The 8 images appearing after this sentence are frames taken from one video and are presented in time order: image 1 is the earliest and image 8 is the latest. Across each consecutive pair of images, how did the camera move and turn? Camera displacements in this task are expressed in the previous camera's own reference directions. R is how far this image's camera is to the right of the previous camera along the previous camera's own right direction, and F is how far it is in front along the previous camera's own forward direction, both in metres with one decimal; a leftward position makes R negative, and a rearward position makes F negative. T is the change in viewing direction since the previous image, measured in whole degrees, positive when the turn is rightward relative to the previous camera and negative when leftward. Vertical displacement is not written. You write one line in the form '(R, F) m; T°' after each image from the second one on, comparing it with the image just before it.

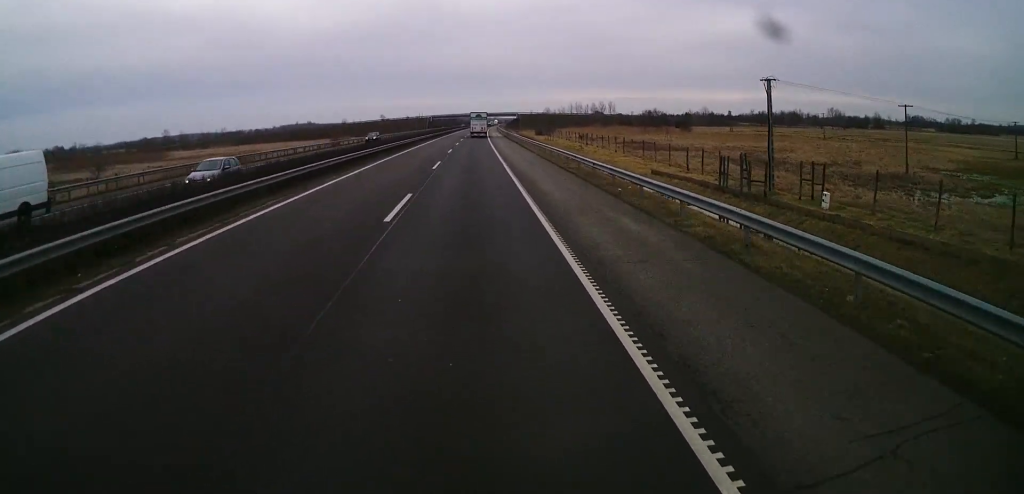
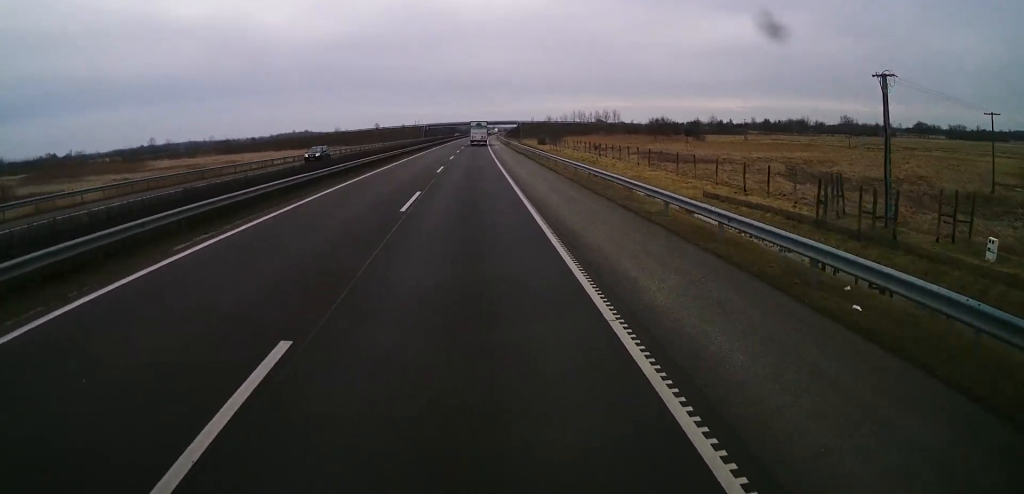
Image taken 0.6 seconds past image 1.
(0.0, +14.6) m; 0°
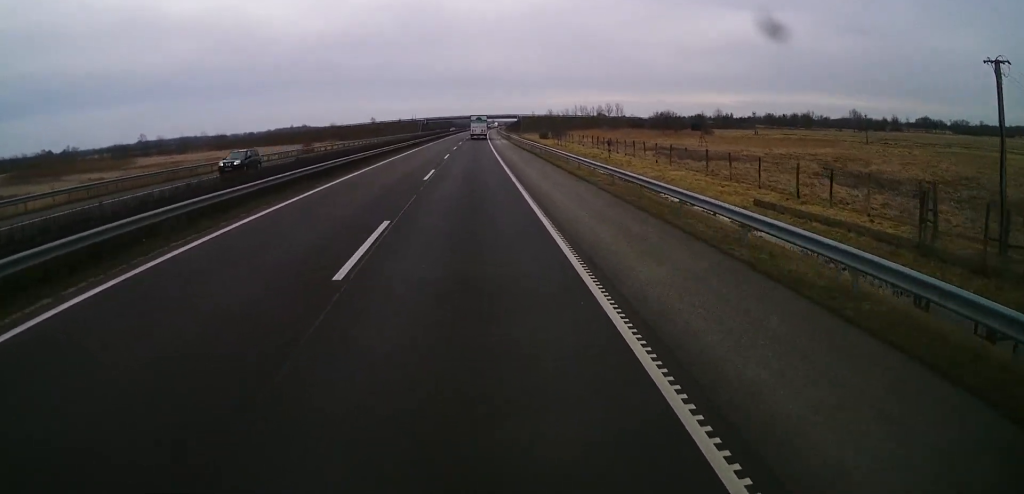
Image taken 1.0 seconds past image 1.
(0.0, +9.2) m; 0°
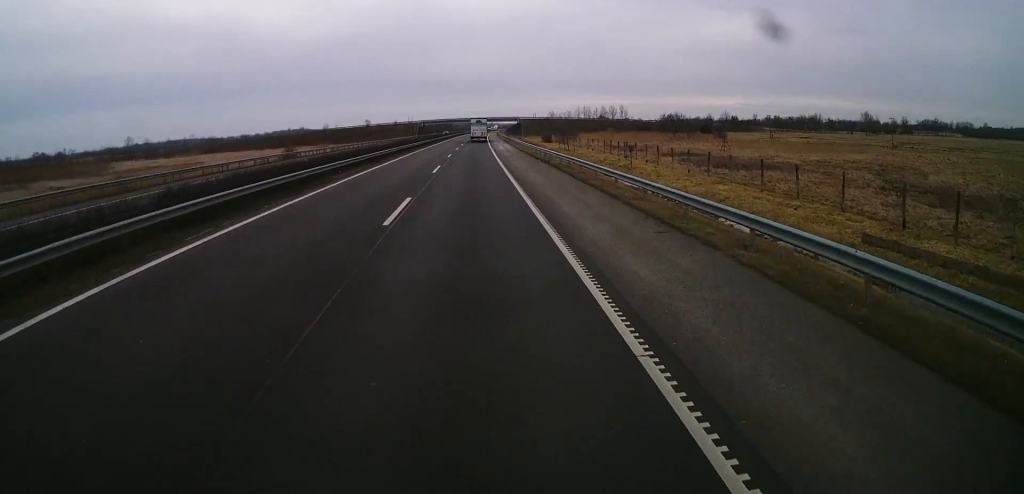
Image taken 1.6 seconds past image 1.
(-0.1, +12.3) m; 0°
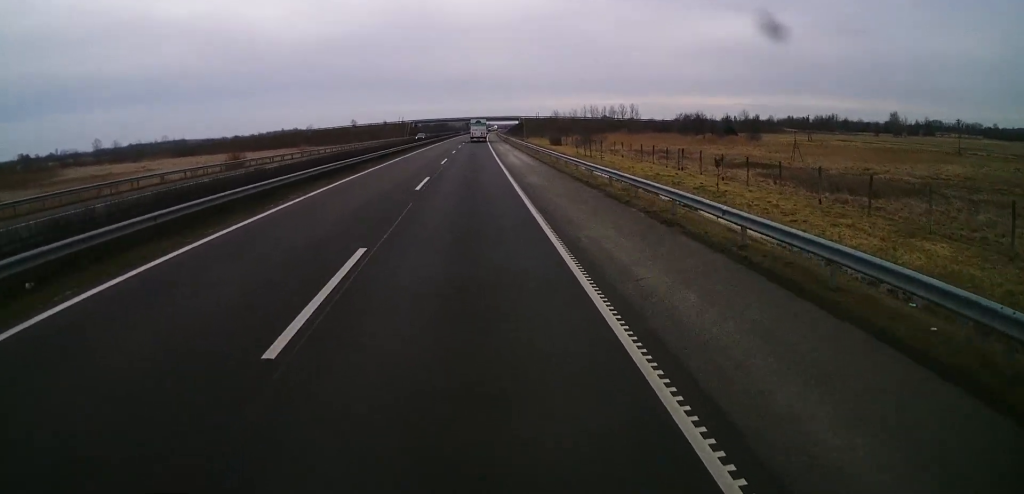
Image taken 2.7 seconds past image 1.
(+0.1, +27.1) m; +1°
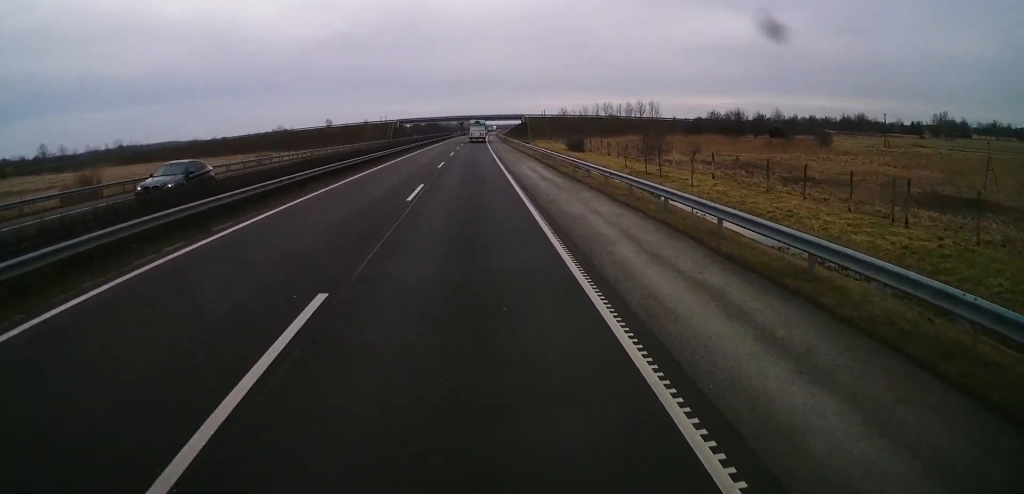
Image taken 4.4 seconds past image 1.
(+0.3, +39.4) m; 0°
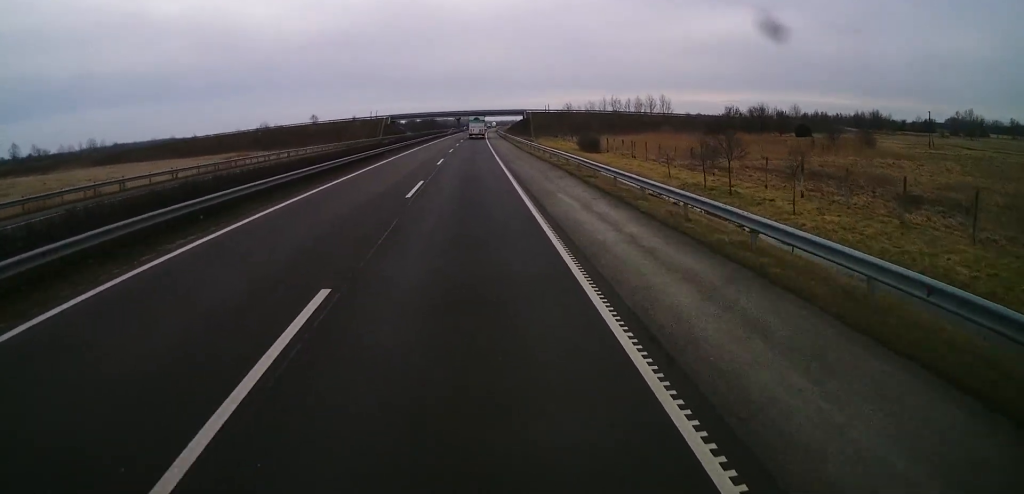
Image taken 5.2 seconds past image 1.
(0.0, +17.7) m; 0°
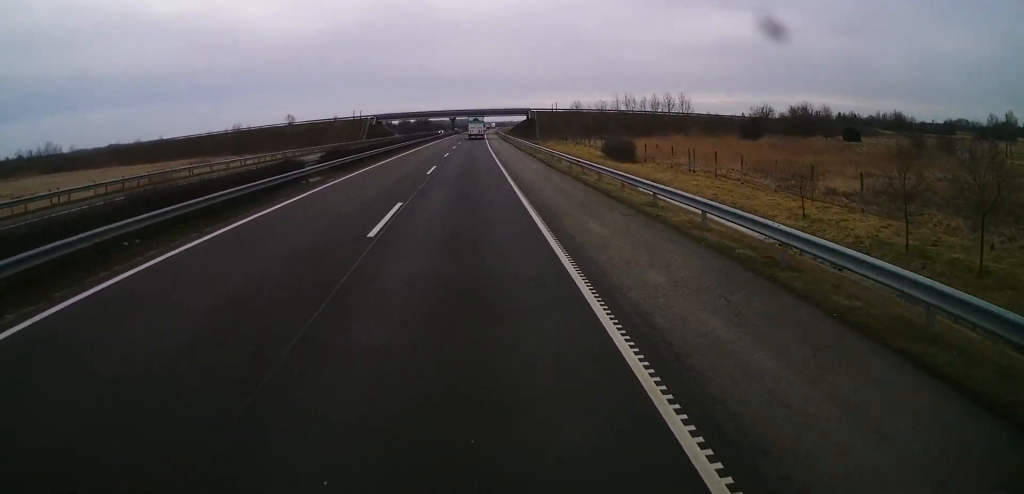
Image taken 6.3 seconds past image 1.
(-0.2, +25.3) m; 0°
